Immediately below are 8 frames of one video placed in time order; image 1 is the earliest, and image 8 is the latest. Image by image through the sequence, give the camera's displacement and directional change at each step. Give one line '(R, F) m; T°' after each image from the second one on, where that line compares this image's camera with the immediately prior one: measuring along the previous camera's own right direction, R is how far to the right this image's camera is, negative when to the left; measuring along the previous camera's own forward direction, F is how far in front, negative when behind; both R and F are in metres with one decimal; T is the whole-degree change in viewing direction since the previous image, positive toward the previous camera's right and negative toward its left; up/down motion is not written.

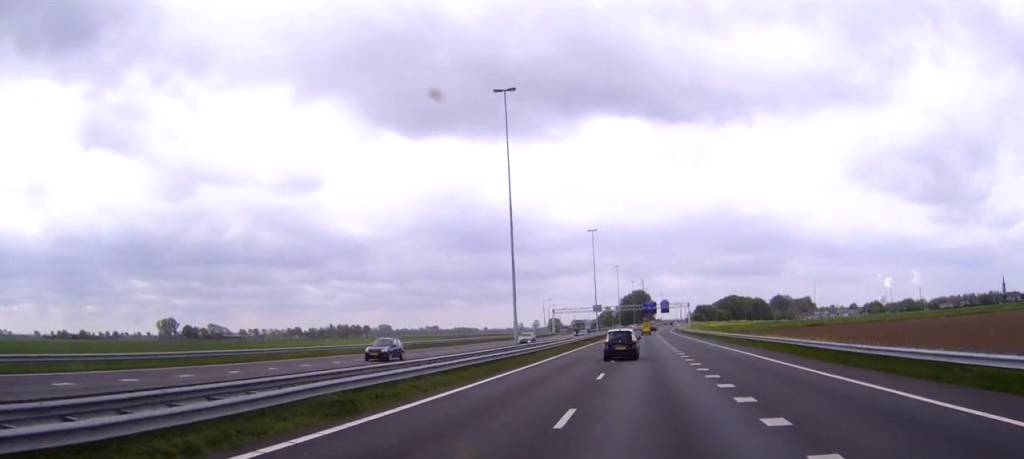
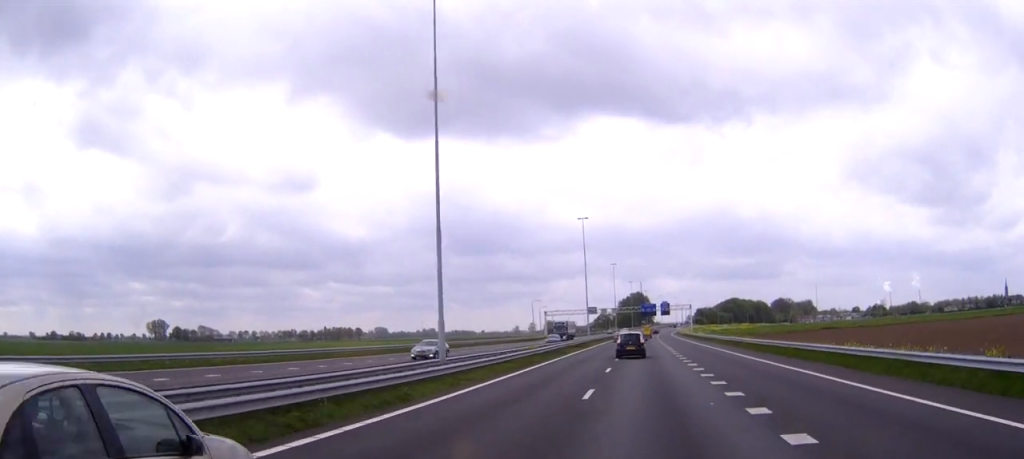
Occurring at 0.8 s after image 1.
(0.0, +17.9) m; 0°
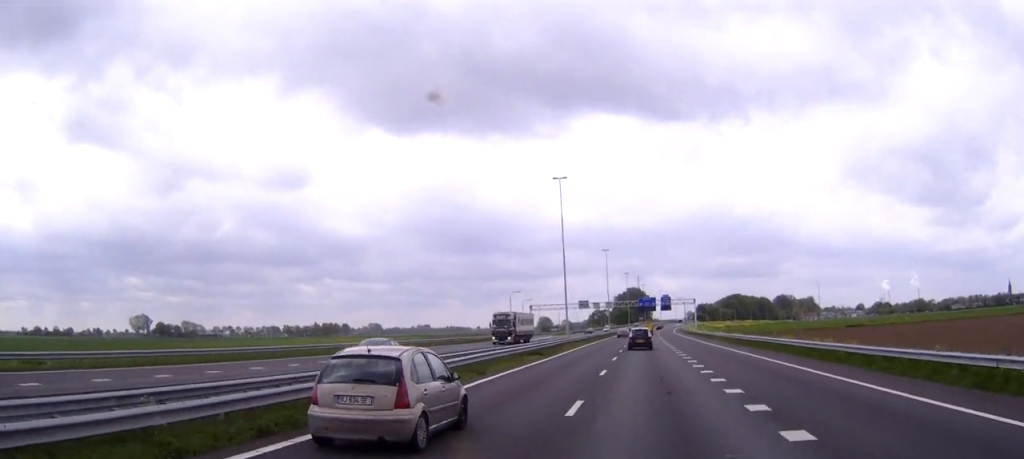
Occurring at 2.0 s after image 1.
(+0.2, +27.9) m; +1°
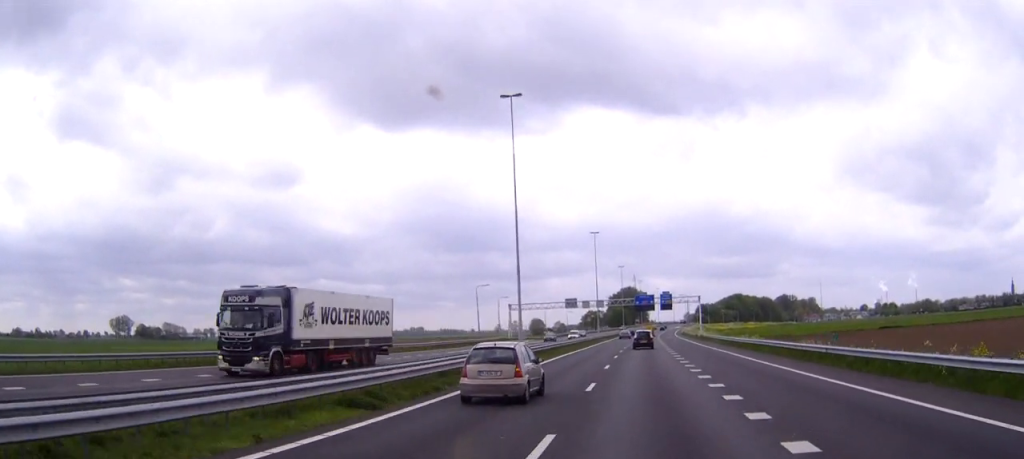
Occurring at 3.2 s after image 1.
(+0.1, +28.8) m; 0°
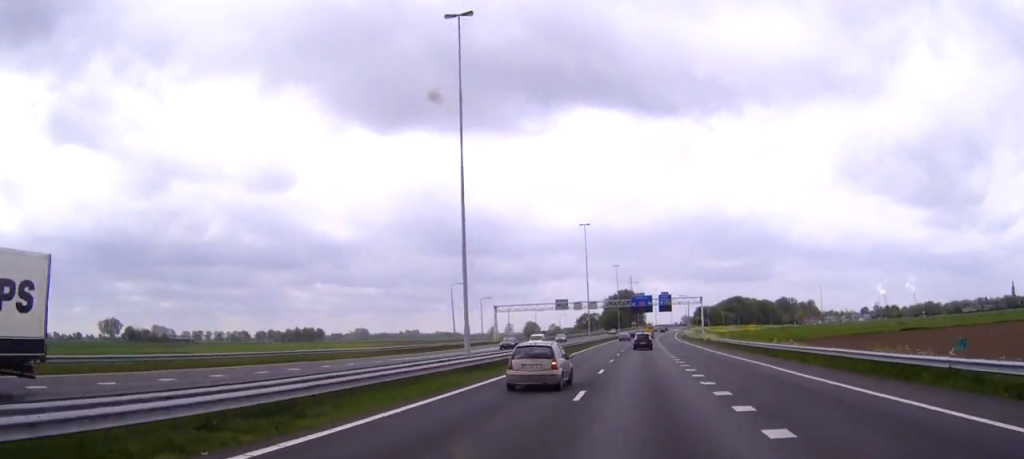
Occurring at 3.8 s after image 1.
(0.0, +14.8) m; 0°
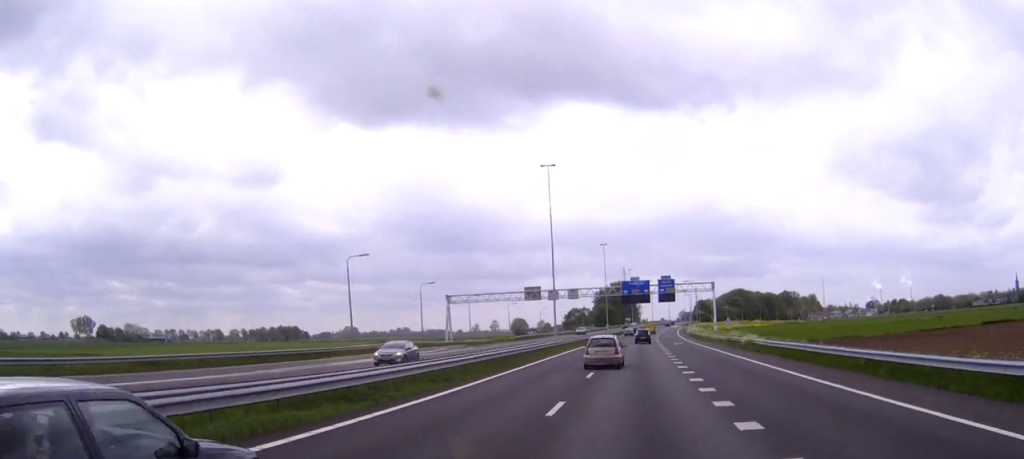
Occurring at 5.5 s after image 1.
(+0.2, +38.9) m; +1°
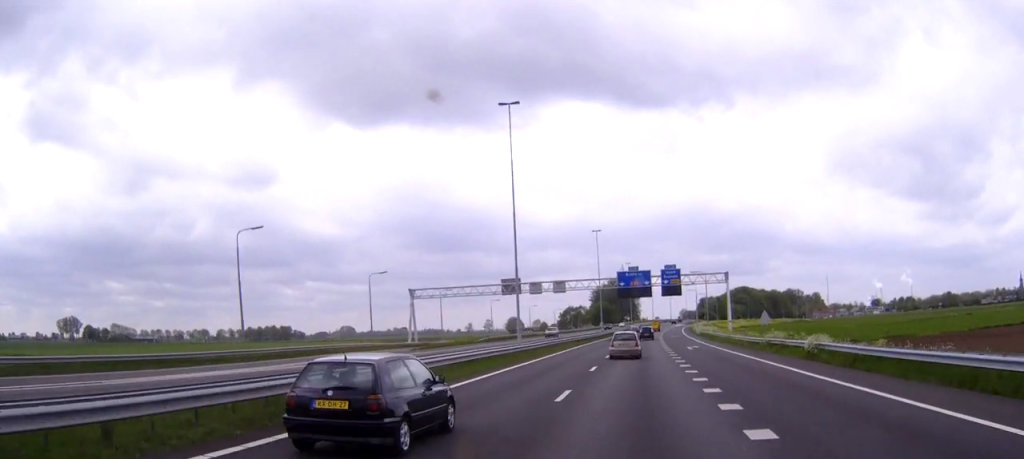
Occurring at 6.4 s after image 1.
(0.0, +21.7) m; 0°
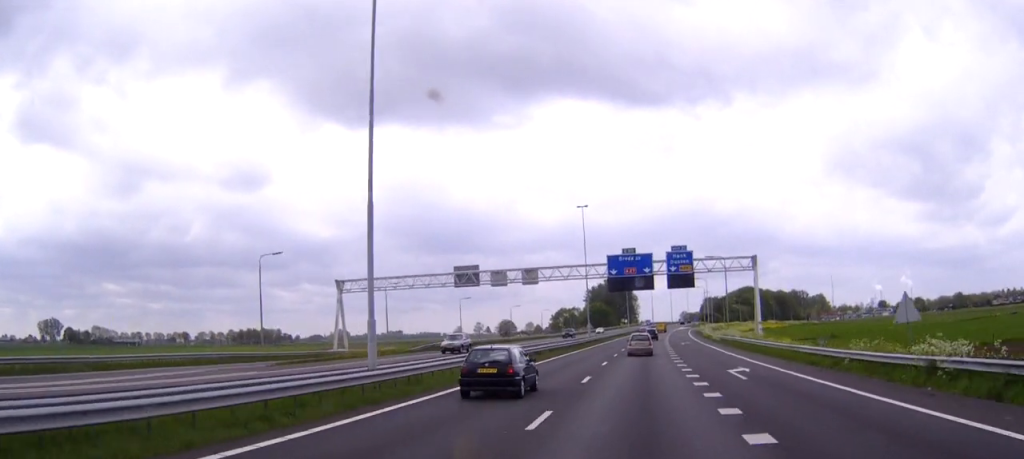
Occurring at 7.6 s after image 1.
(0.0, +28.0) m; 0°
